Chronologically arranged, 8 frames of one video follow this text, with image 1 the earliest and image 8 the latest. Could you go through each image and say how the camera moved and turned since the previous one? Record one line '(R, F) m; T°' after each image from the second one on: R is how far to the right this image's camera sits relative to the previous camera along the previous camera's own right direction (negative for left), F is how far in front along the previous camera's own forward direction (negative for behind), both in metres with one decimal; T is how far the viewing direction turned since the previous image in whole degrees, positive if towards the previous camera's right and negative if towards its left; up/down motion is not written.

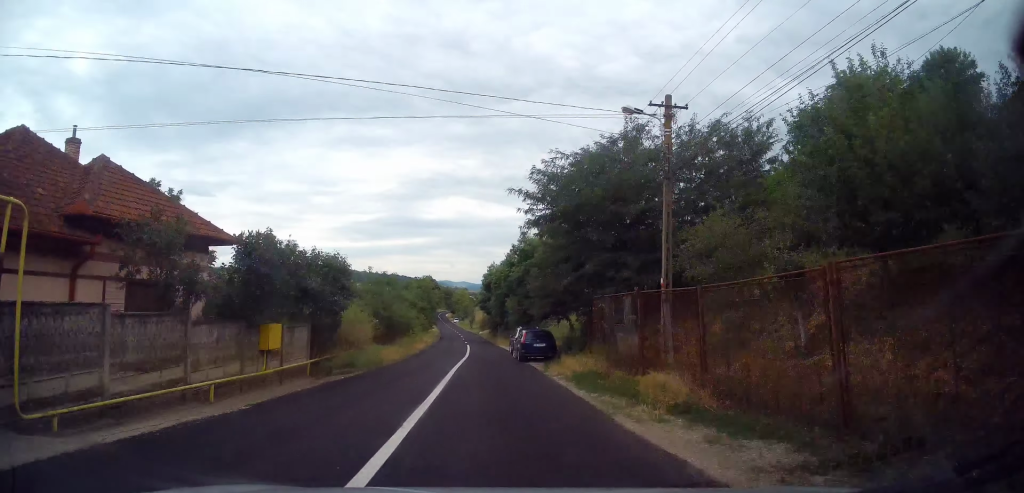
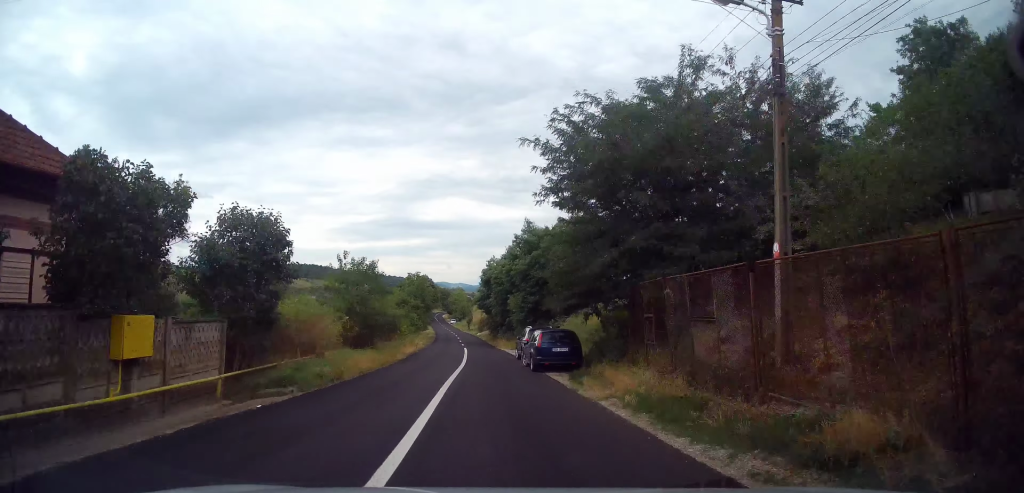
(0.0, +4.7) m; 0°
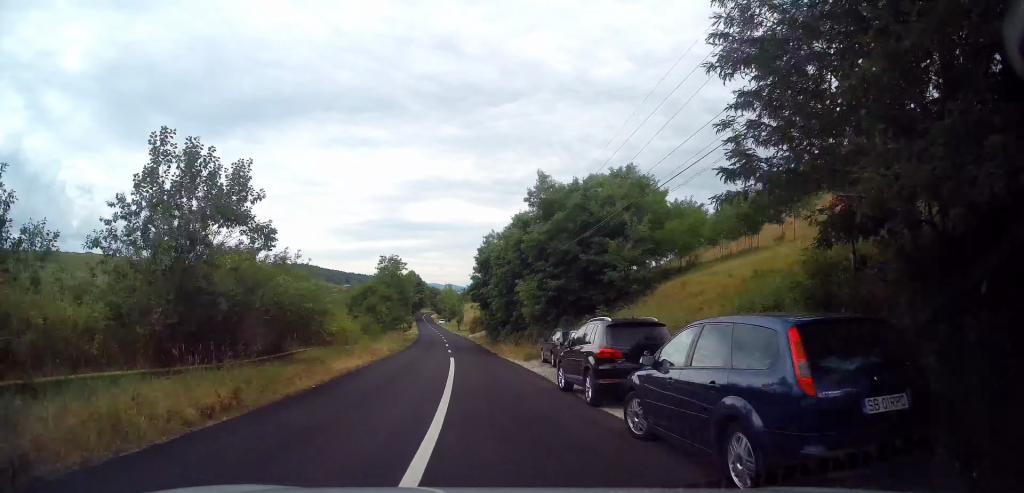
(-0.1, +11.2) m; 0°
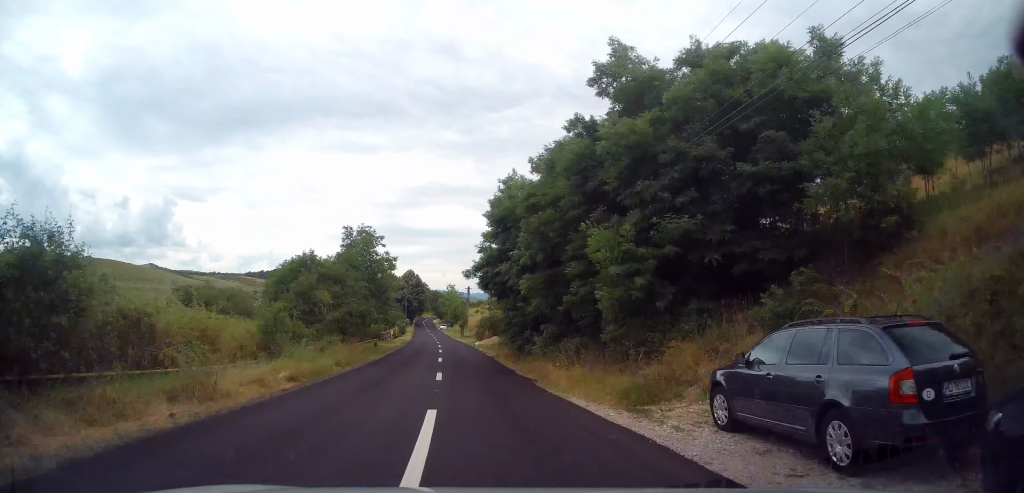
(+0.1, +14.6) m; +1°
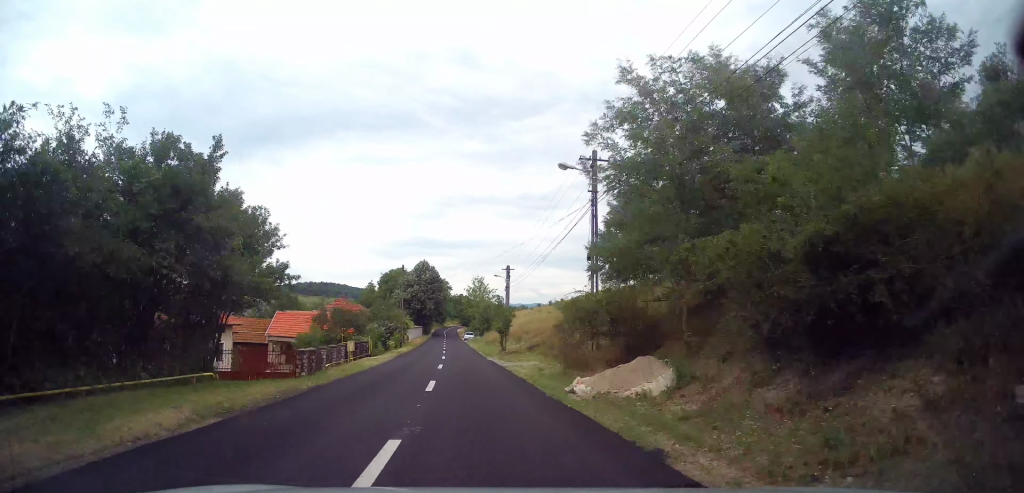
(-0.9, +43.6) m; -3°
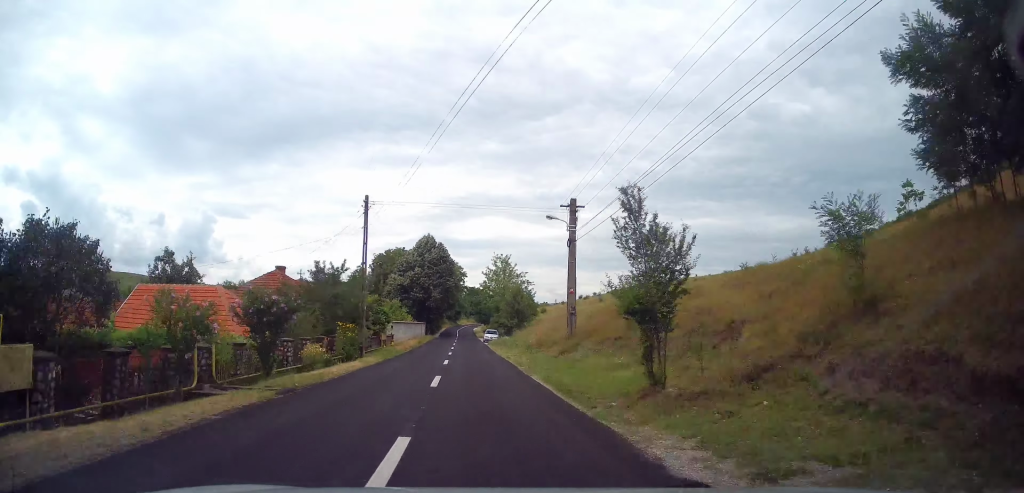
(-0.5, +33.8) m; -2°
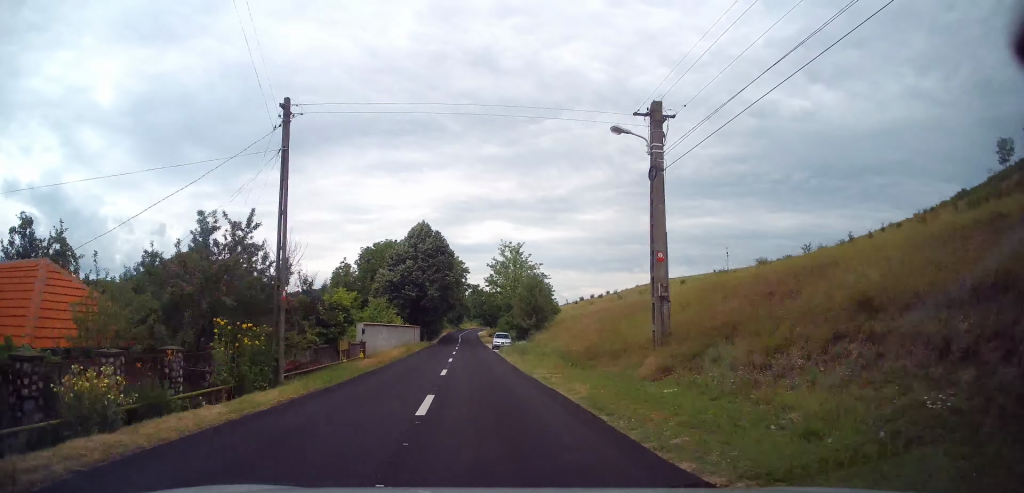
(-0.1, +14.3) m; -1°
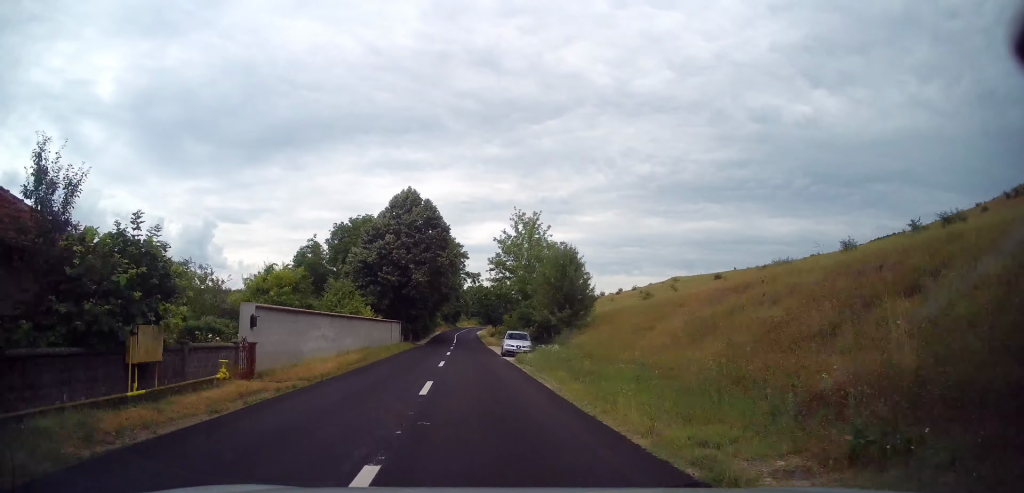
(-0.2, +16.2) m; 0°
